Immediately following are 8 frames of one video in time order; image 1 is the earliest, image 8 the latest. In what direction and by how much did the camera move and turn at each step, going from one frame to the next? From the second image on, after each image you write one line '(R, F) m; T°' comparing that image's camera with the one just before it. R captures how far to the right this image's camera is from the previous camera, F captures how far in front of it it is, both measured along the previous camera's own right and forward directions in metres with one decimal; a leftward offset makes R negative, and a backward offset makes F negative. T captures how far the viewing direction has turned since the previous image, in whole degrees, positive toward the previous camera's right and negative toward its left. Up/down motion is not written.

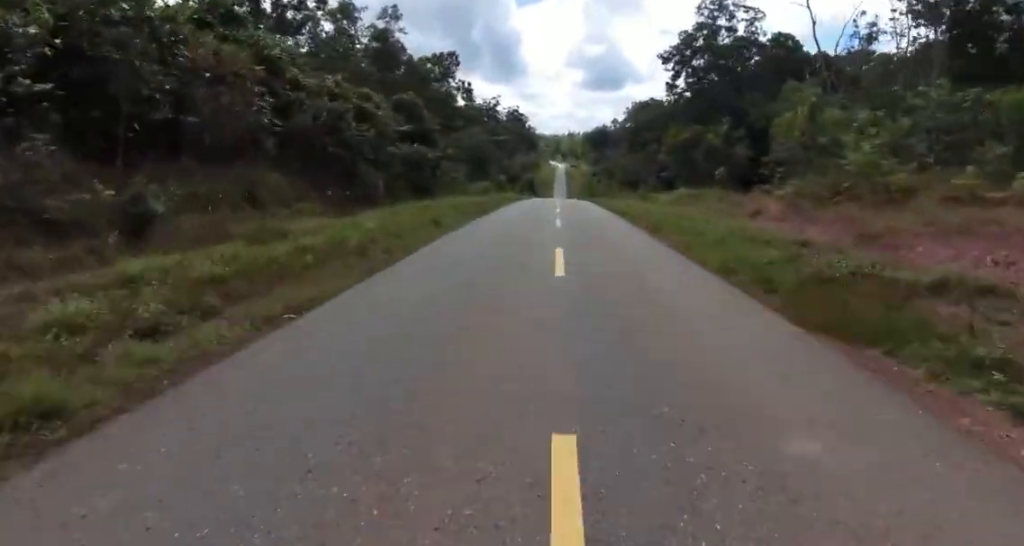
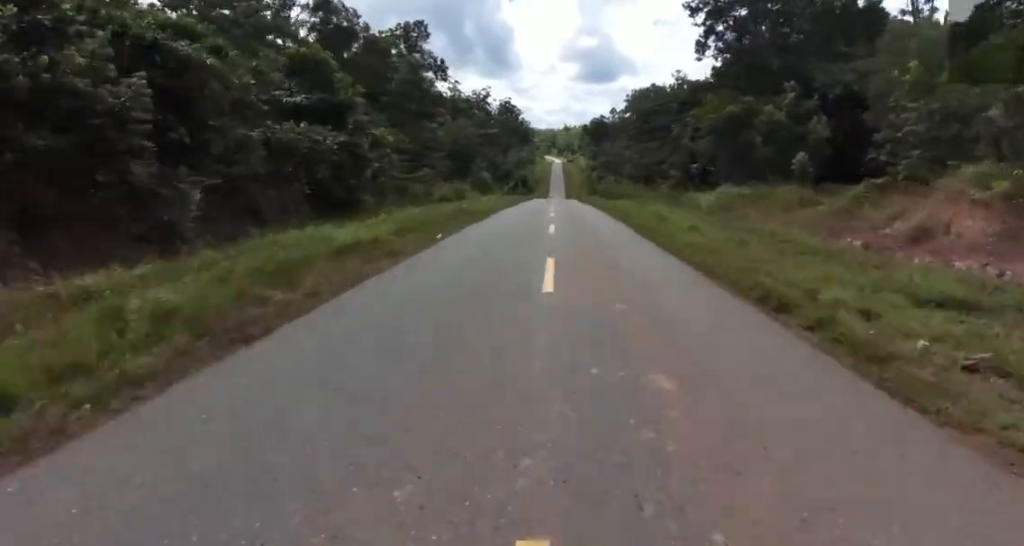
(+0.3, +17.0) m; 0°
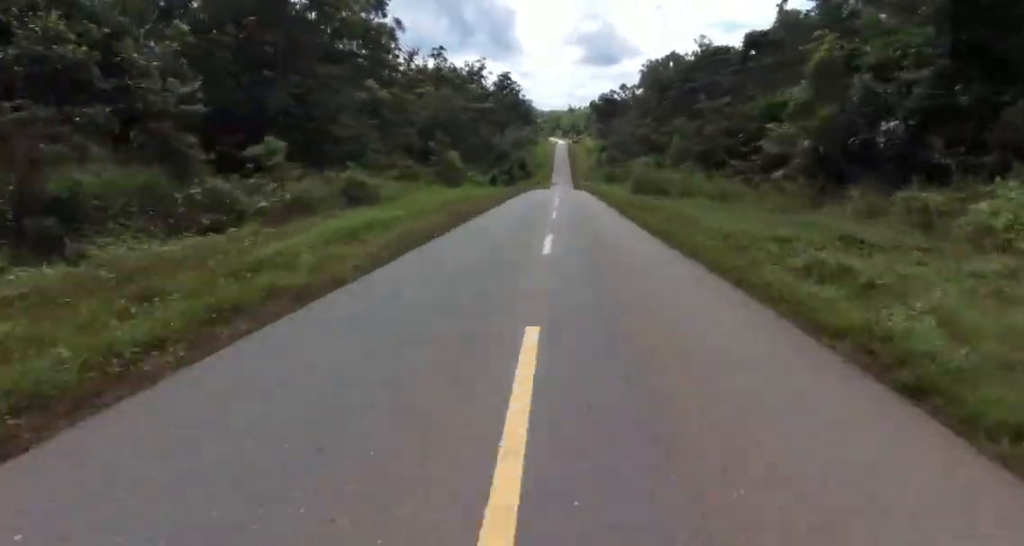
(-0.4, +31.4) m; +1°
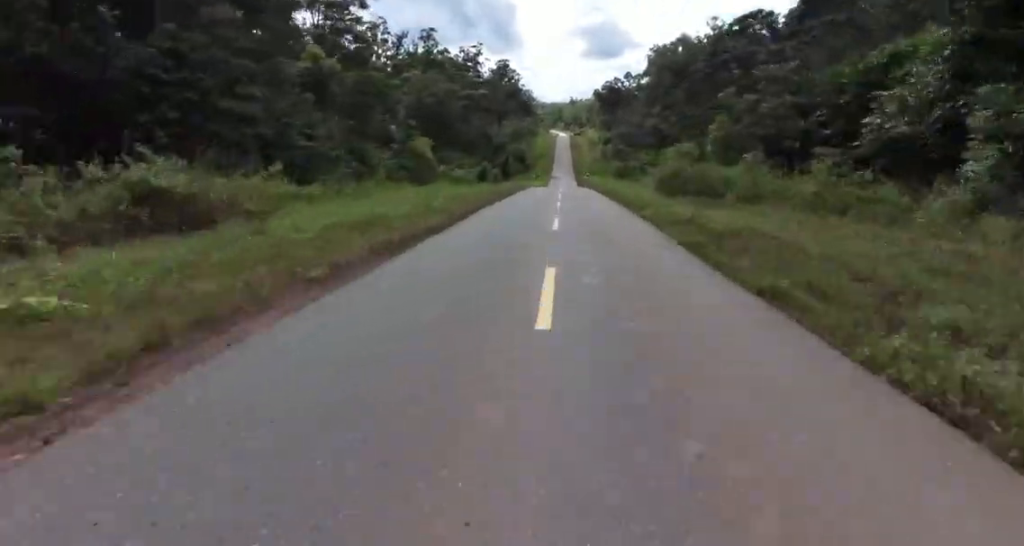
(+0.3, +14.5) m; +1°
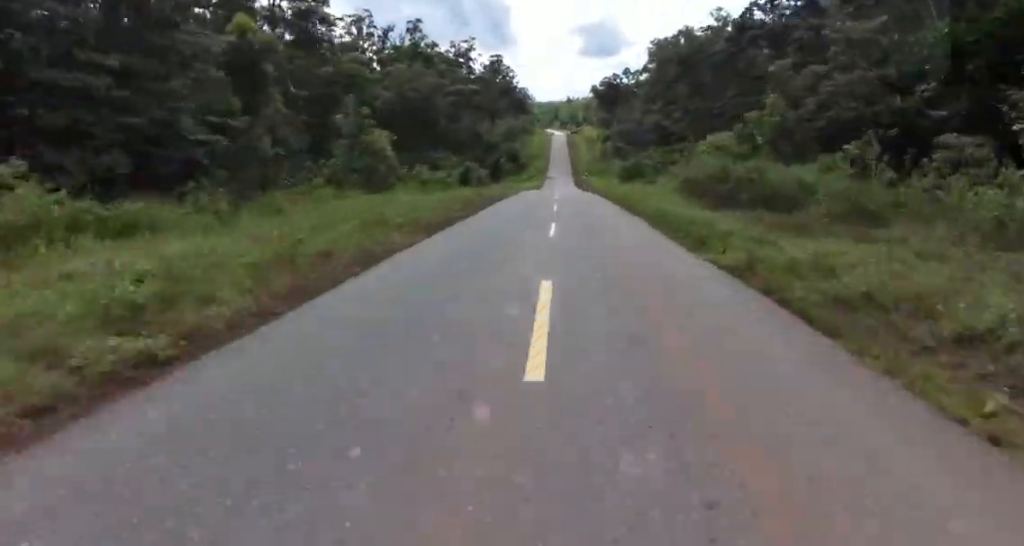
(0.0, +10.0) m; -1°
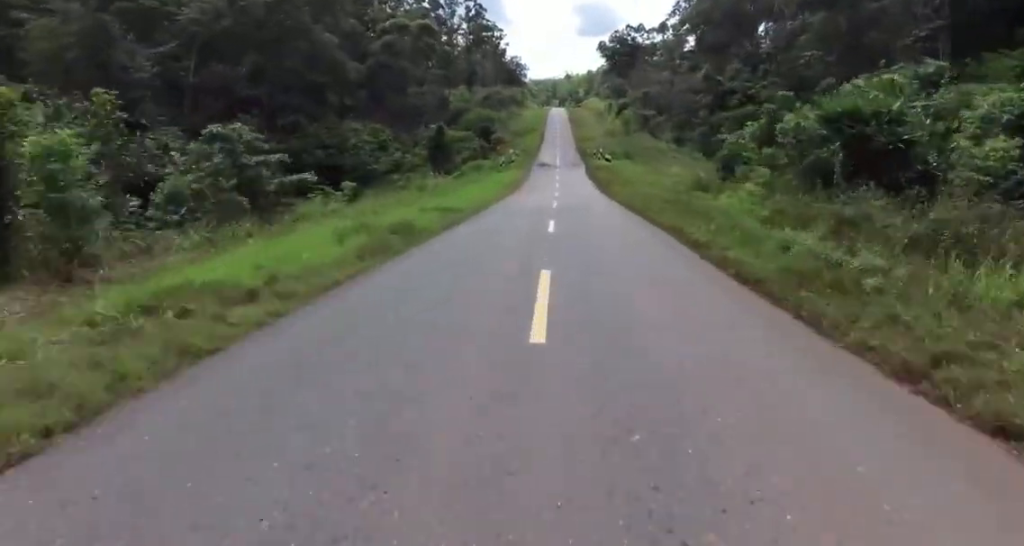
(-1.9, +50.3) m; -1°
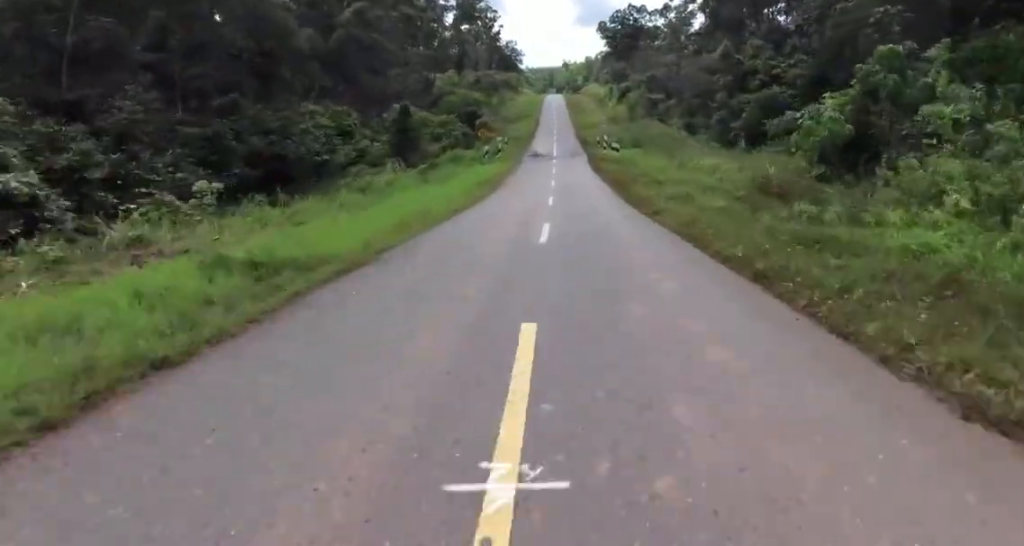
(+0.7, +11.0) m; +2°
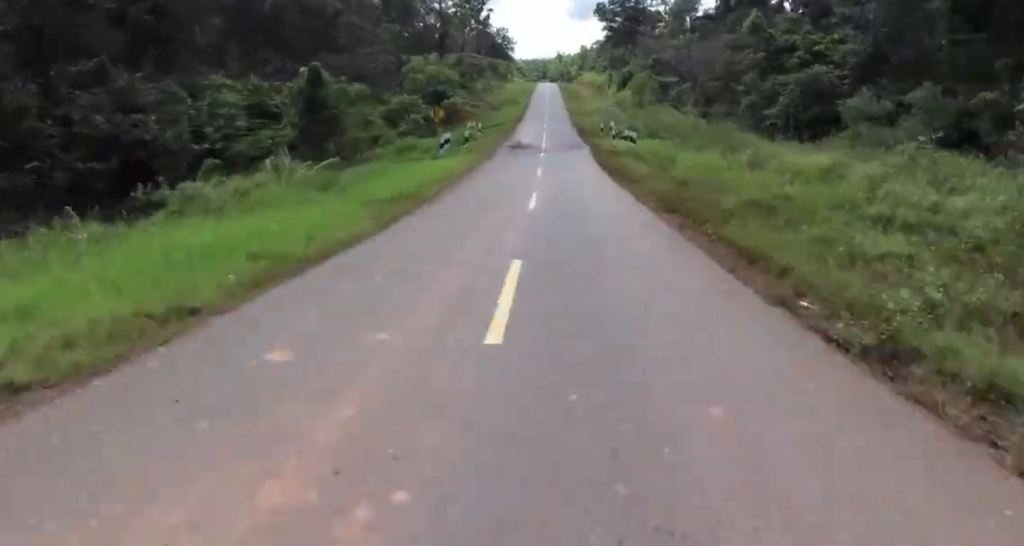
(-0.6, +13.9) m; +1°
